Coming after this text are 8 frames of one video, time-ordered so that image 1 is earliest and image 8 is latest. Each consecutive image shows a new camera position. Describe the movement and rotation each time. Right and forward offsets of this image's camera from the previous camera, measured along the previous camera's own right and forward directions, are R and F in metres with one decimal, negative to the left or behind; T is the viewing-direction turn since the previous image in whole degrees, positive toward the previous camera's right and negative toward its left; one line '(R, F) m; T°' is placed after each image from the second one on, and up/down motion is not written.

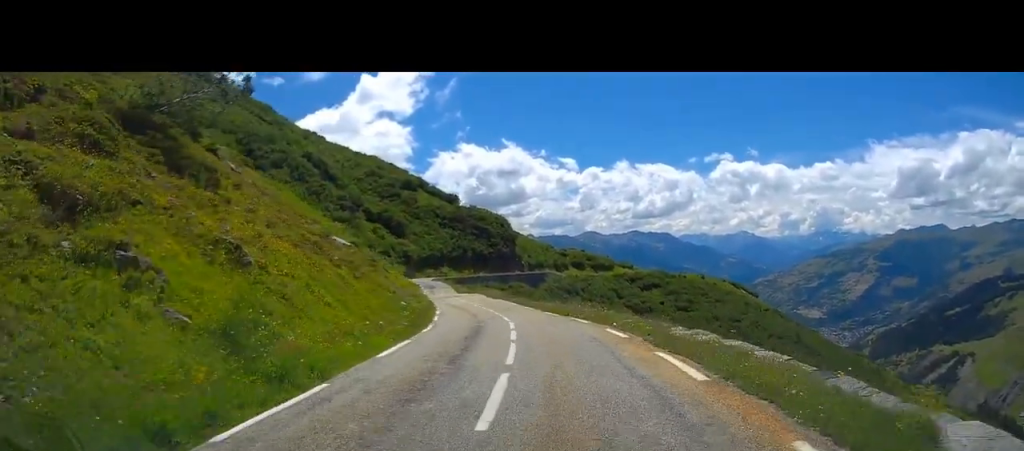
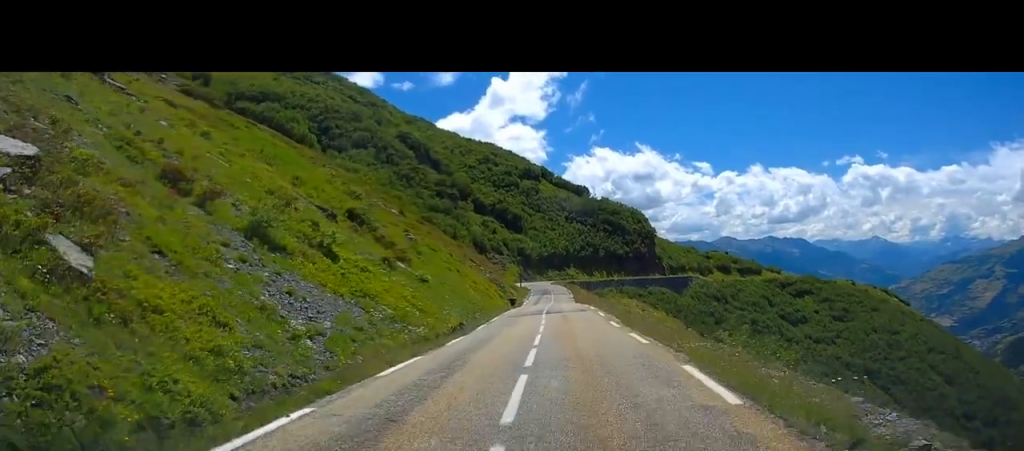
(-4.5, +35.0) m; -12°
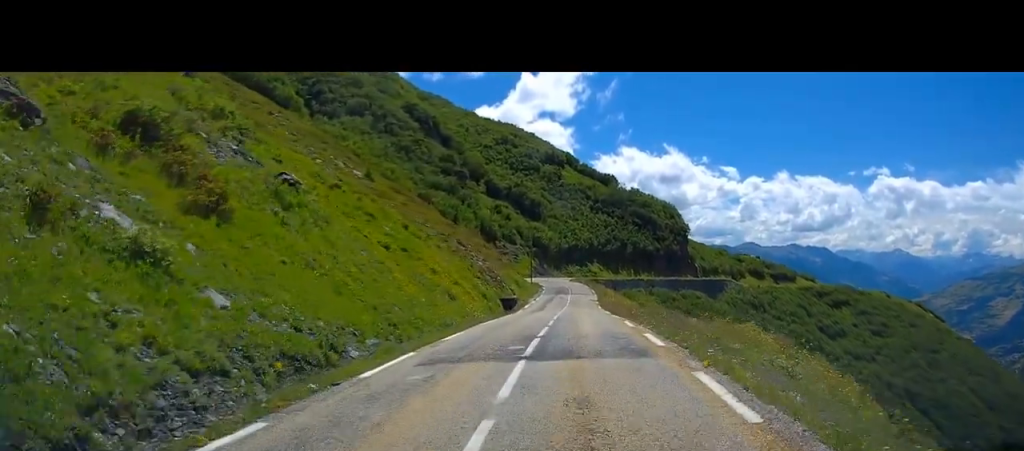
(-0.2, +20.9) m; 0°
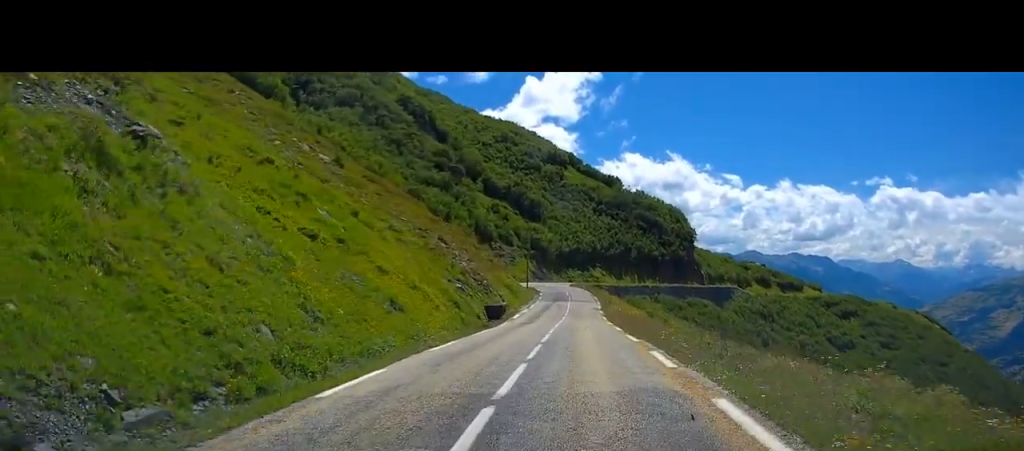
(-0.1, +8.2) m; 0°
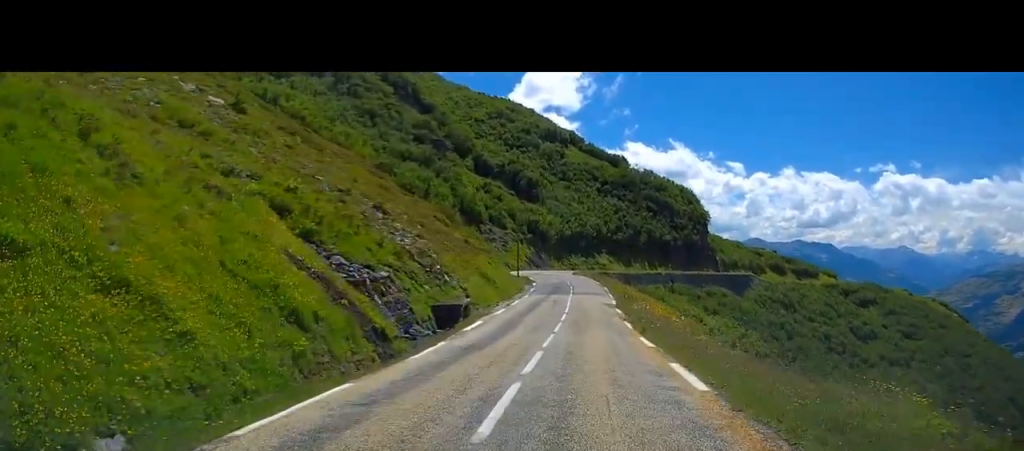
(+0.1, +15.6) m; +1°
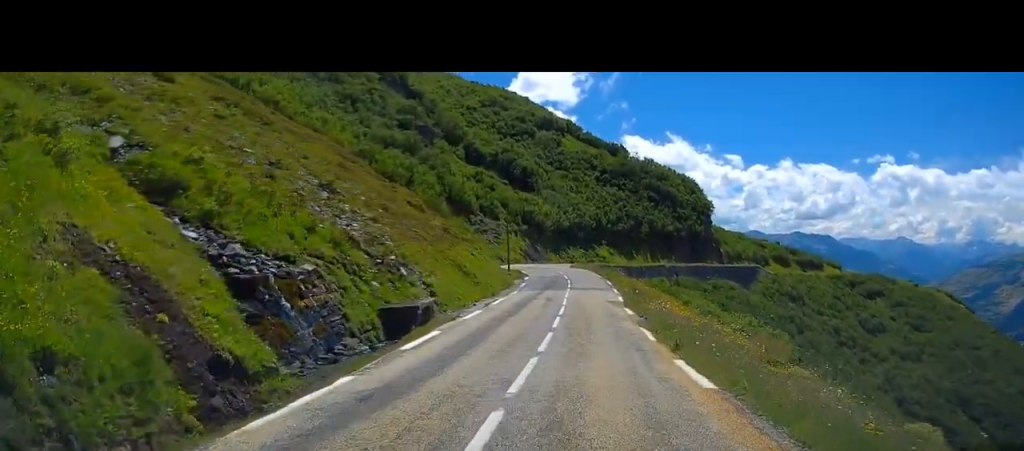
(+0.1, +6.6) m; 0°
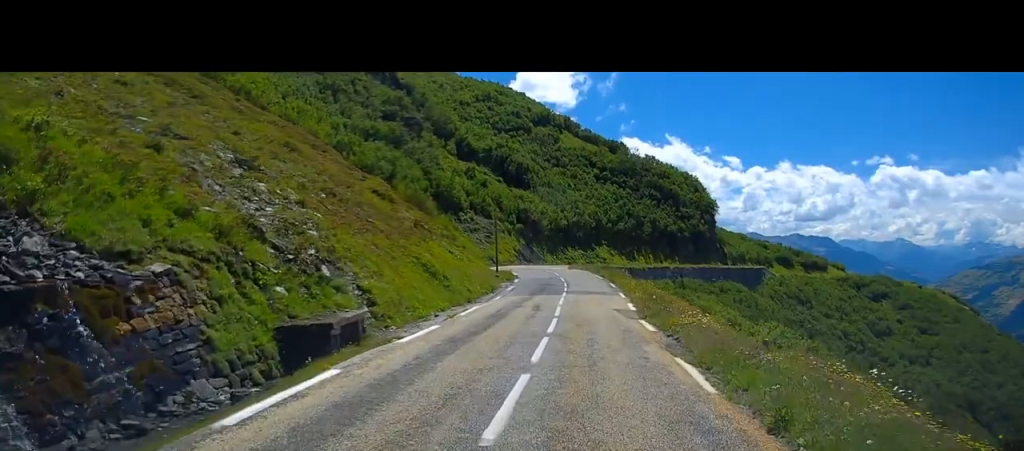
(0.0, +6.4) m; 0°
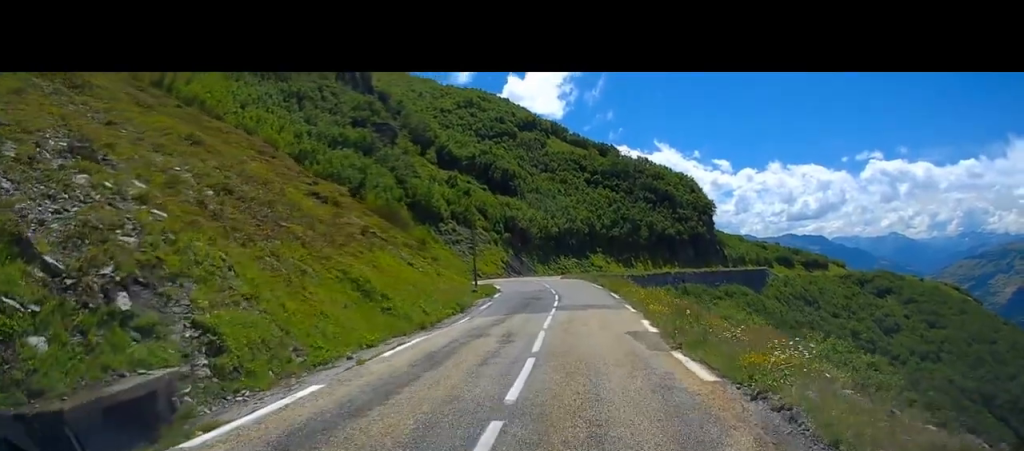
(0.0, +6.7) m; -1°
